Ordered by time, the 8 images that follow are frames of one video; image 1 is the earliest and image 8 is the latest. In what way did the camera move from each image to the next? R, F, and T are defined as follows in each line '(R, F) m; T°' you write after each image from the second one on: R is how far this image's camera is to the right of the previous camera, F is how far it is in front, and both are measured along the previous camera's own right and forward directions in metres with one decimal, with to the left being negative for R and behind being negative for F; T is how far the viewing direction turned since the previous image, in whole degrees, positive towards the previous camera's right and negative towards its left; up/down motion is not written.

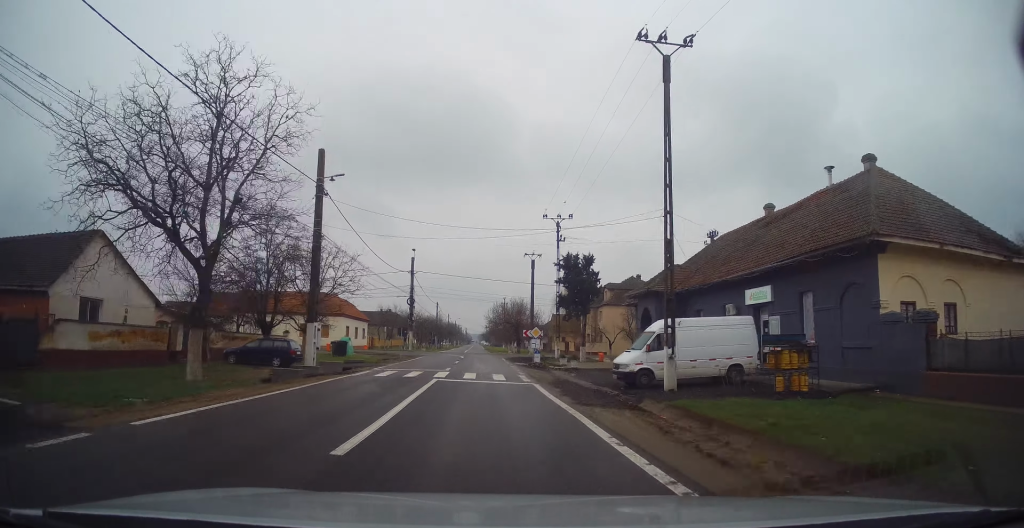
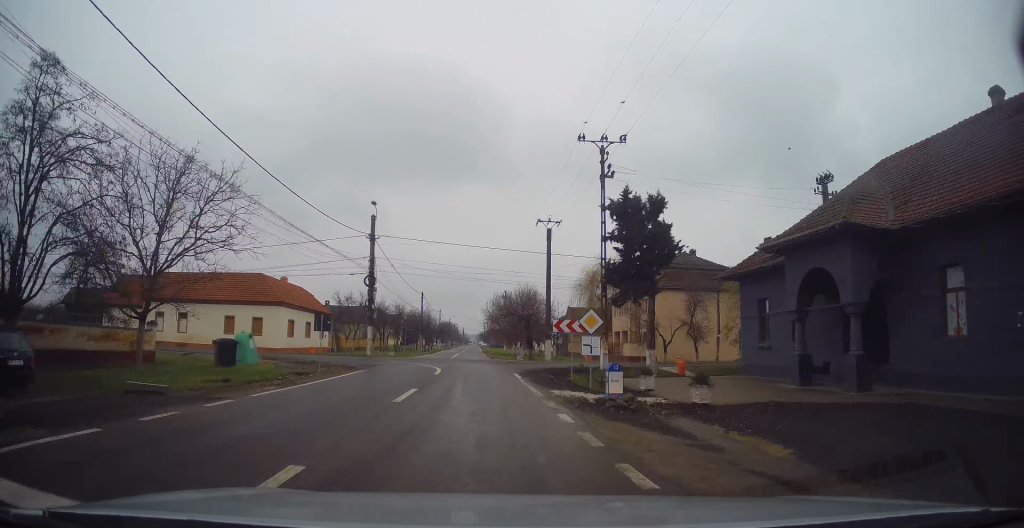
(+0.3, +19.3) m; +1°
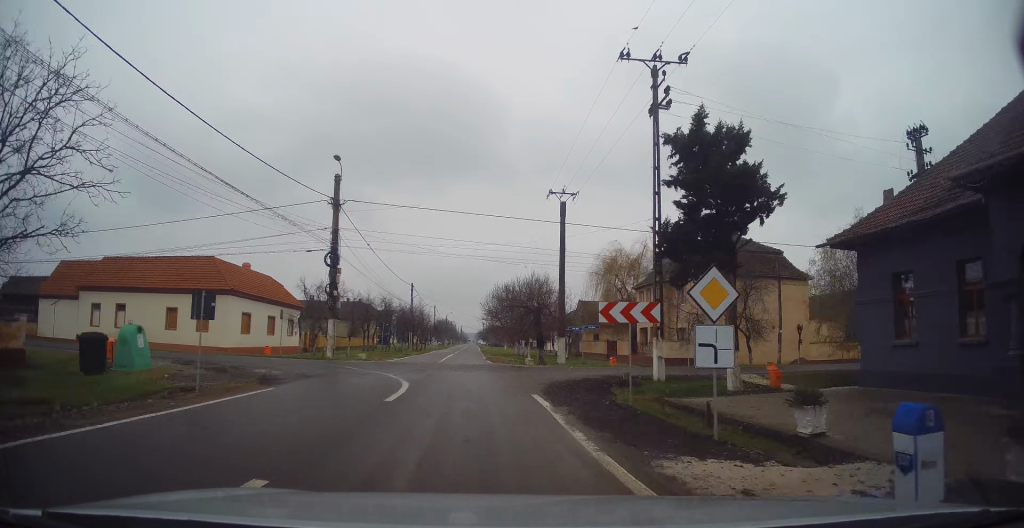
(0.0, +8.9) m; -1°
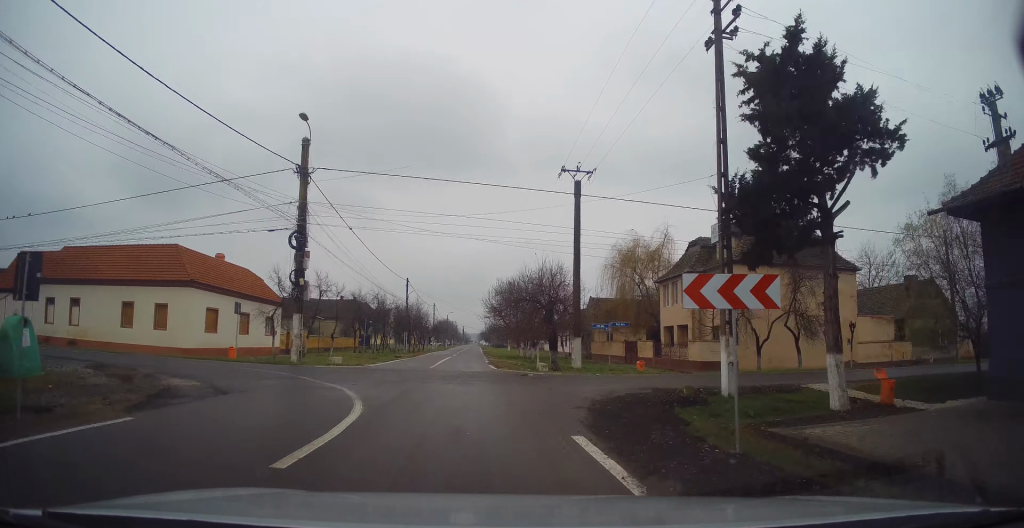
(-0.1, +5.5) m; -2°
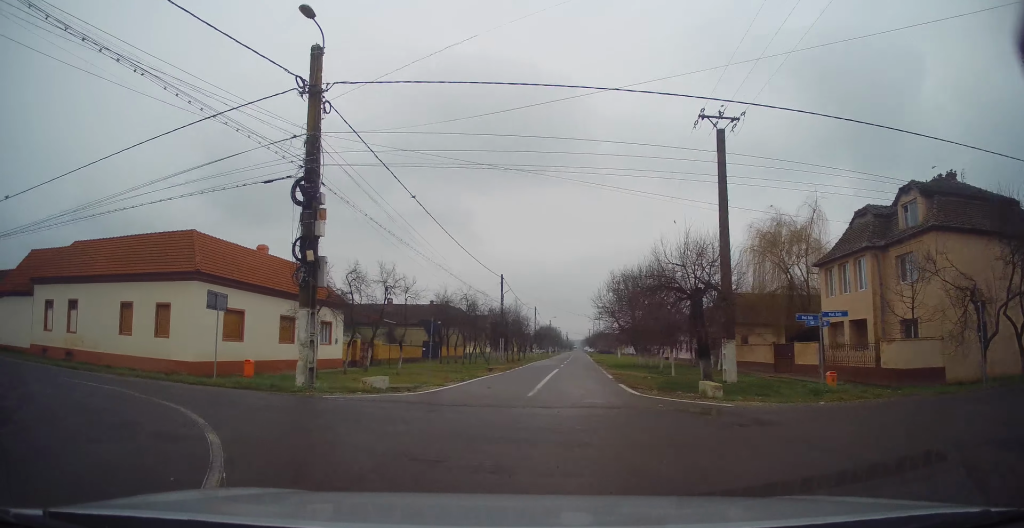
(-0.4, +9.7) m; -12°
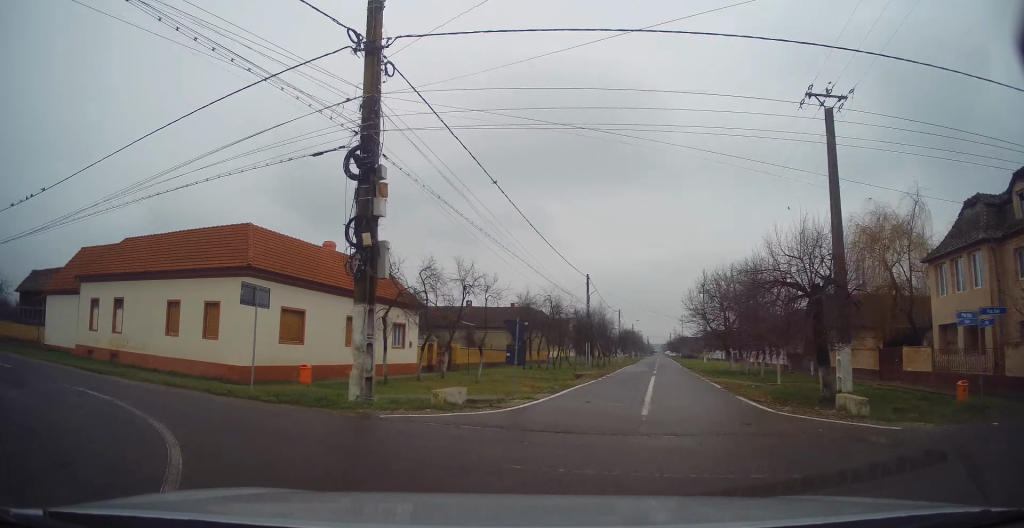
(-0.4, +2.9) m; -13°
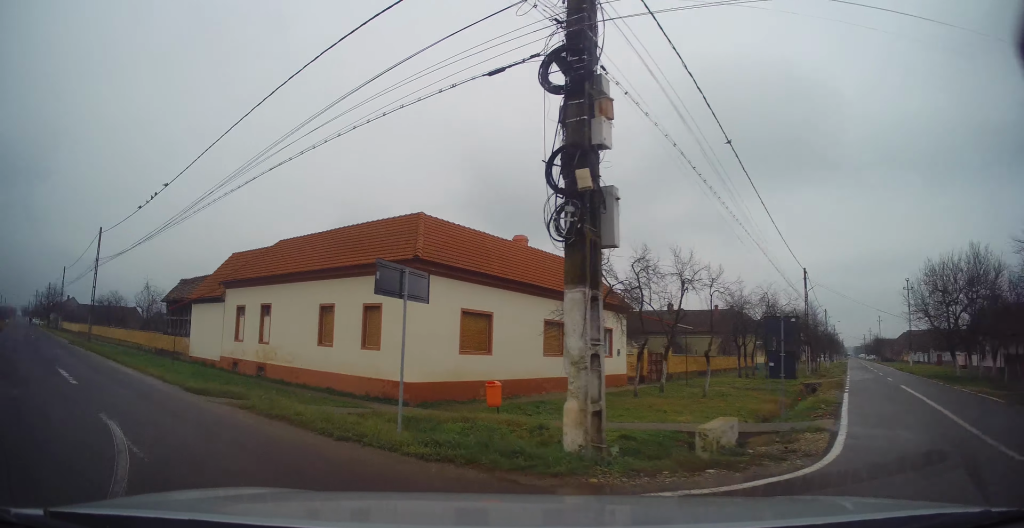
(-0.9, +4.8) m; -24°
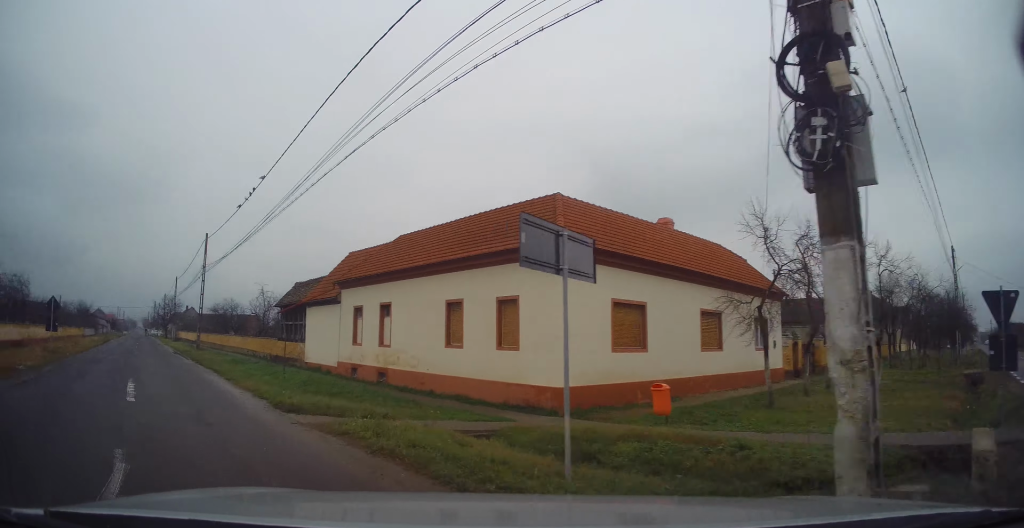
(-0.4, +2.8) m; -13°
